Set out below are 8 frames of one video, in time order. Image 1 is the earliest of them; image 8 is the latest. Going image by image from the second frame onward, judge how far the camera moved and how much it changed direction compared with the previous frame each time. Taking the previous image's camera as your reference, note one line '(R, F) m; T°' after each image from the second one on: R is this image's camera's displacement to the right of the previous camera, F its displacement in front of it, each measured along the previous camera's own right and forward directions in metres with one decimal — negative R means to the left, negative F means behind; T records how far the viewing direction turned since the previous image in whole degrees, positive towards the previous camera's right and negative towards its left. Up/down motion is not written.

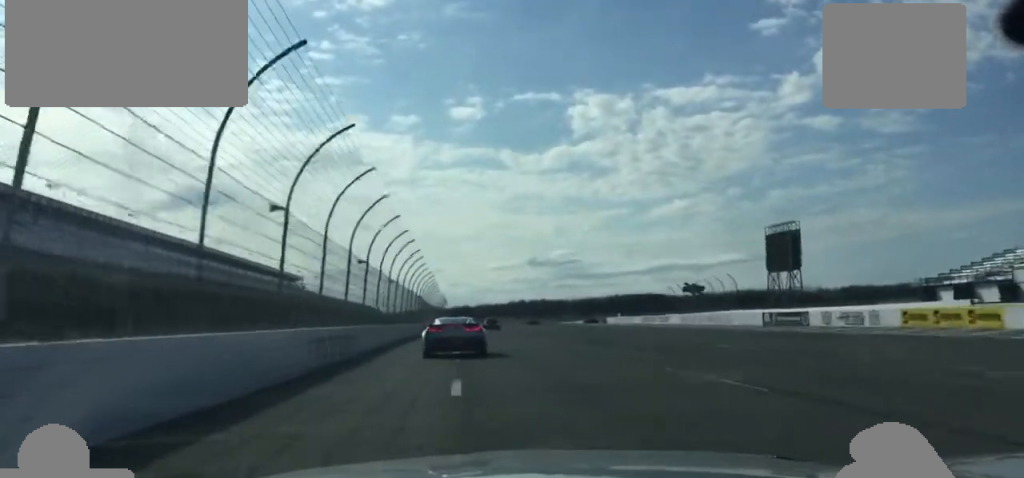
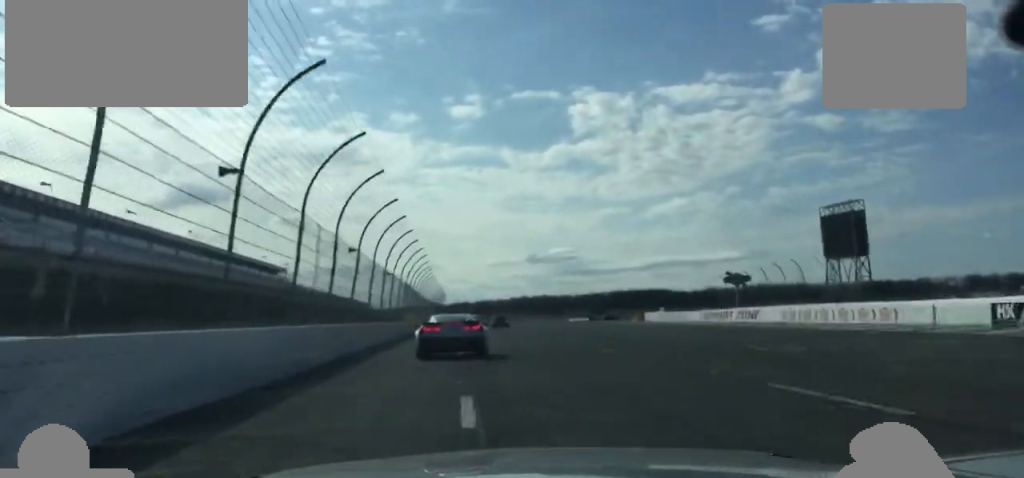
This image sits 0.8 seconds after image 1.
(0.0, +28.4) m; 0°
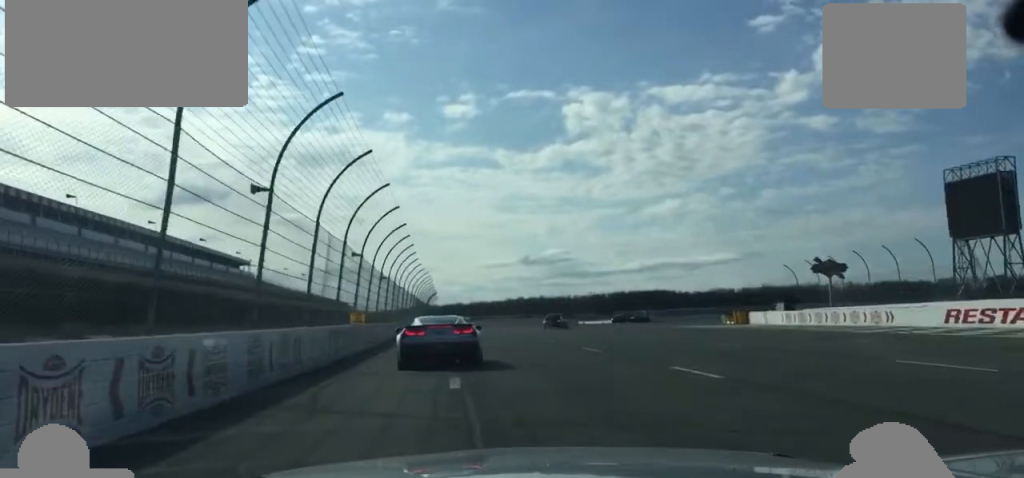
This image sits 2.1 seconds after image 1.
(+0.2, +43.5) m; +1°
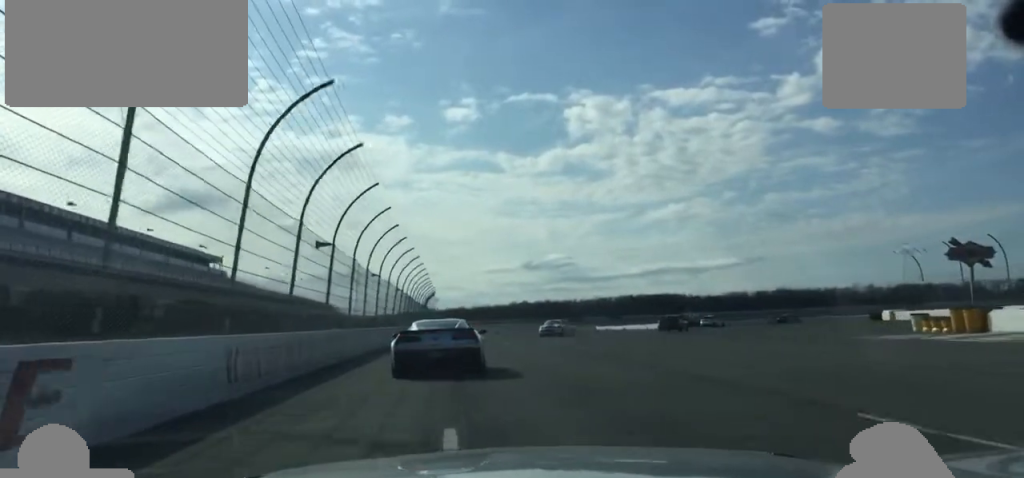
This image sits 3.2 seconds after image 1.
(+0.4, +33.9) m; +2°
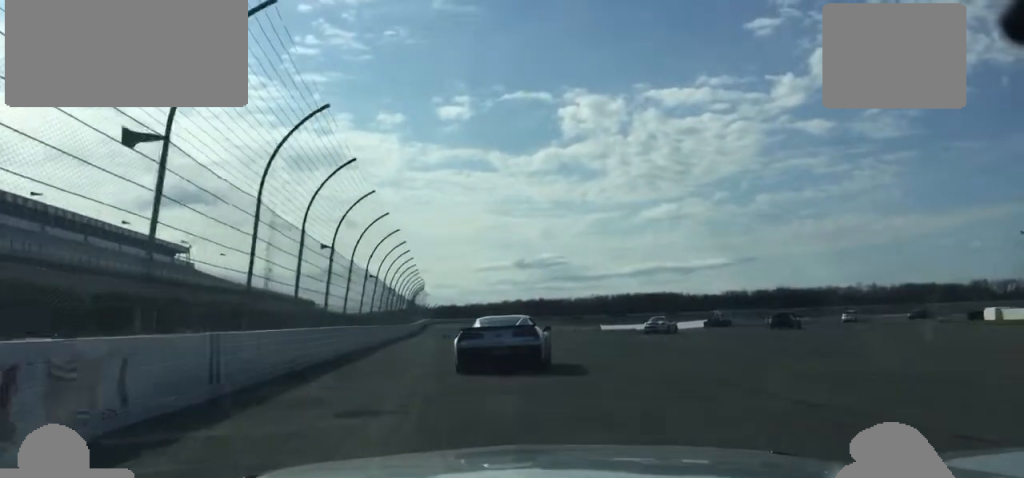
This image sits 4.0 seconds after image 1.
(+0.4, +21.1) m; +3°
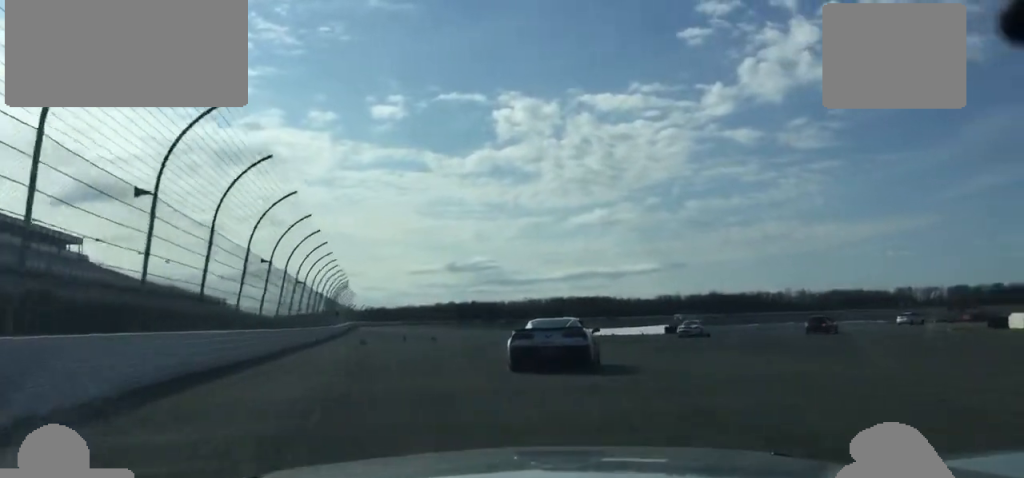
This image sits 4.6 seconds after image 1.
(-0.2, +15.9) m; +4°
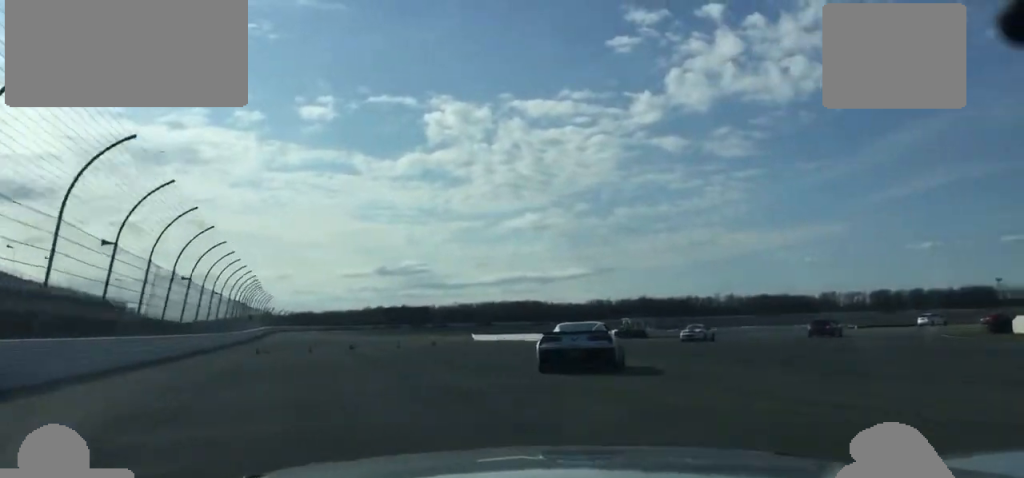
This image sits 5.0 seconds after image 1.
(+0.9, +10.7) m; +4°
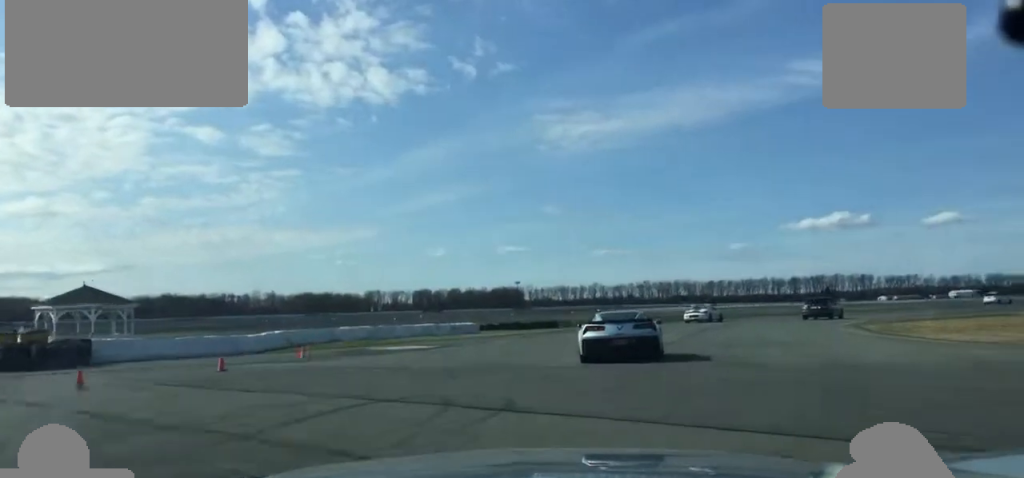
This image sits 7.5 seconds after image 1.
(+12.2, +55.7) m; +27°
